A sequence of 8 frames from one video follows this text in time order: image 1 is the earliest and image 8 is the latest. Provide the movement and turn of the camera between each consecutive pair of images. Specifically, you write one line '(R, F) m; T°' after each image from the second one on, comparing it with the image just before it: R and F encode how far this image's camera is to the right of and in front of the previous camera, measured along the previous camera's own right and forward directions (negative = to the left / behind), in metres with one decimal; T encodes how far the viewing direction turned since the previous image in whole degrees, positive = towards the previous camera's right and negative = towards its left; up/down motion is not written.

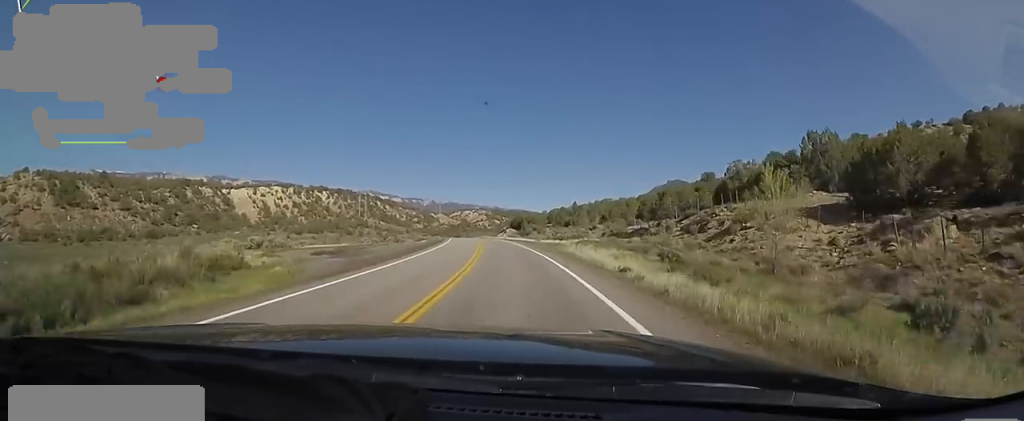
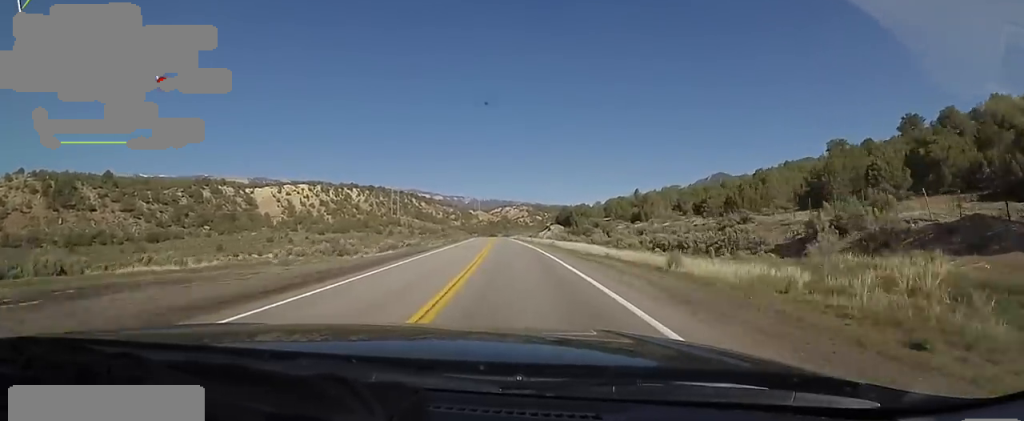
(-1.1, +36.4) m; -8°
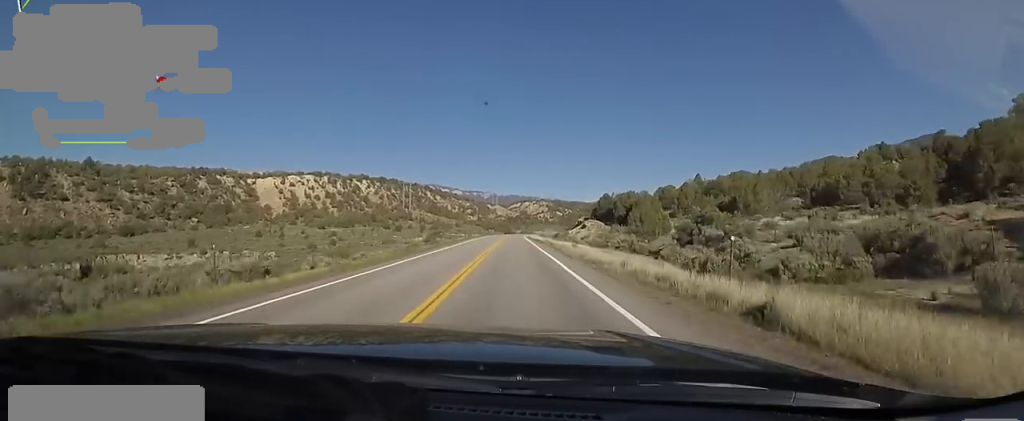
(-2.6, +33.4) m; -4°
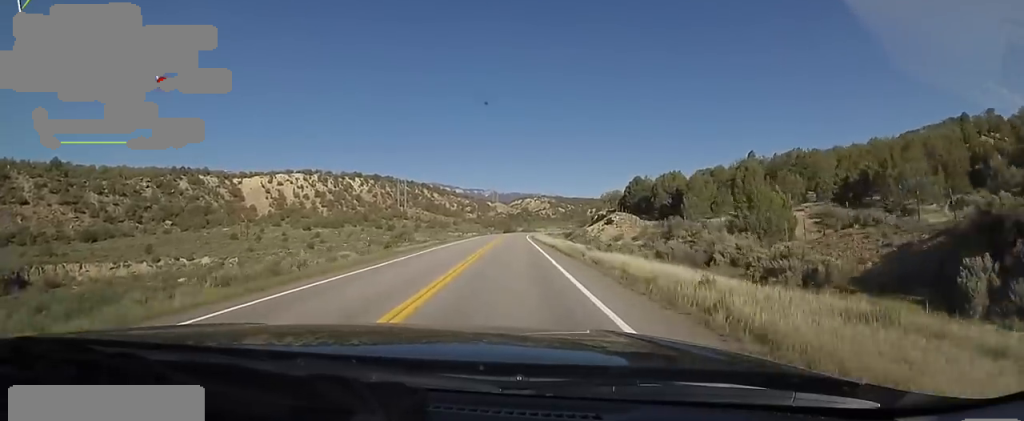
(0.0, +24.6) m; +2°
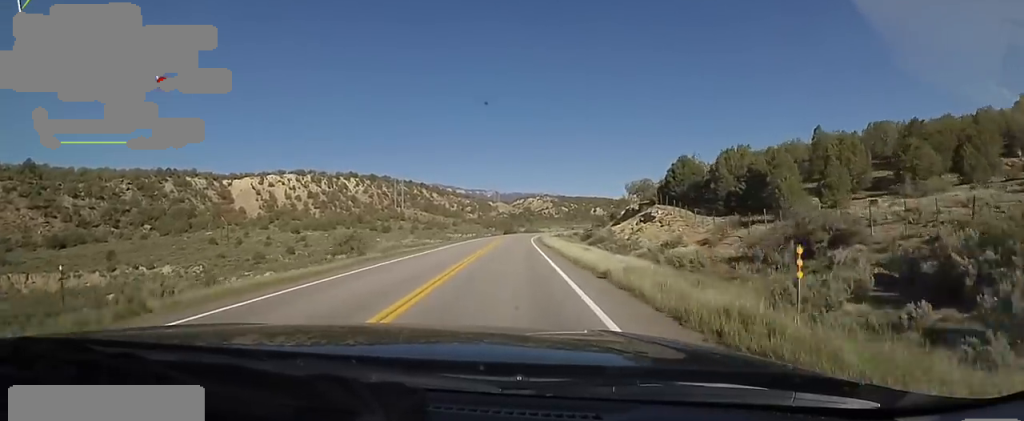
(+0.1, +18.9) m; +2°
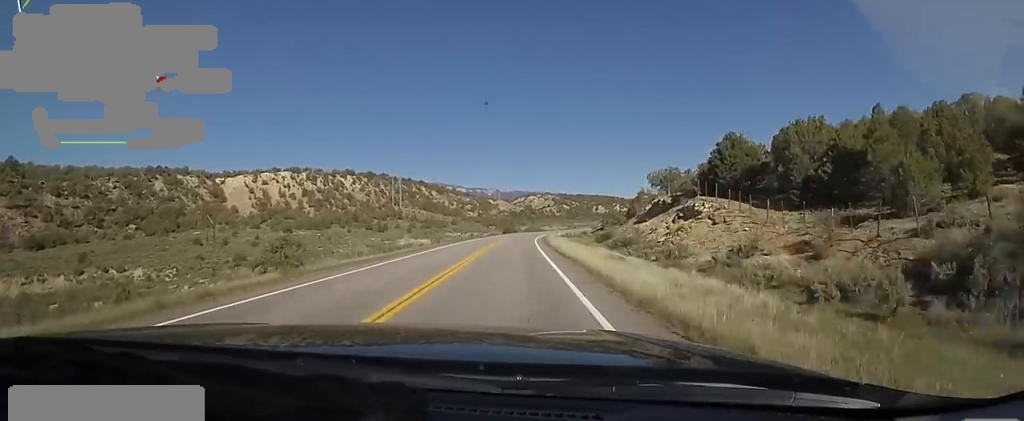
(+0.9, +11.6) m; 0°
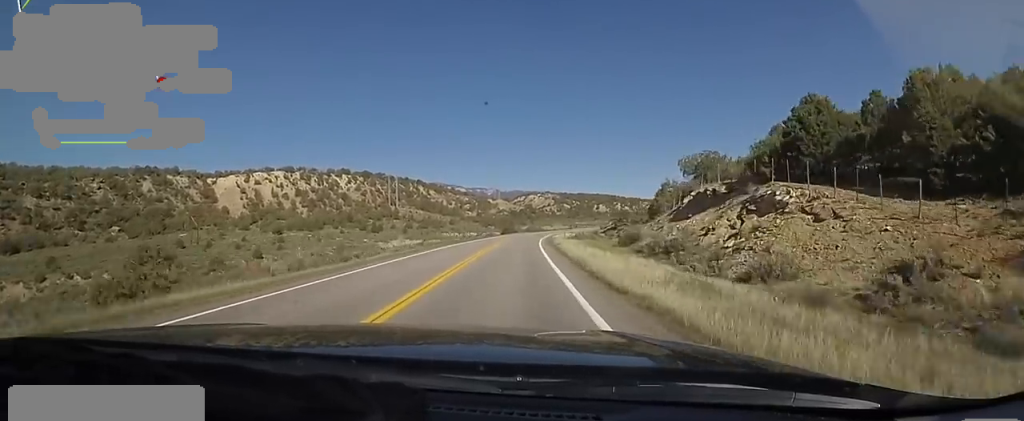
(+0.2, +11.5) m; -1°
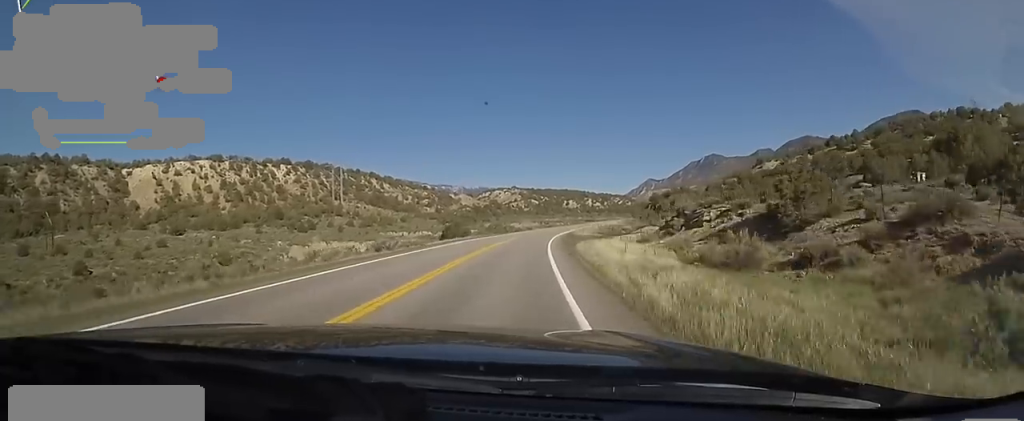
(-1.1, +54.9) m; +3°
